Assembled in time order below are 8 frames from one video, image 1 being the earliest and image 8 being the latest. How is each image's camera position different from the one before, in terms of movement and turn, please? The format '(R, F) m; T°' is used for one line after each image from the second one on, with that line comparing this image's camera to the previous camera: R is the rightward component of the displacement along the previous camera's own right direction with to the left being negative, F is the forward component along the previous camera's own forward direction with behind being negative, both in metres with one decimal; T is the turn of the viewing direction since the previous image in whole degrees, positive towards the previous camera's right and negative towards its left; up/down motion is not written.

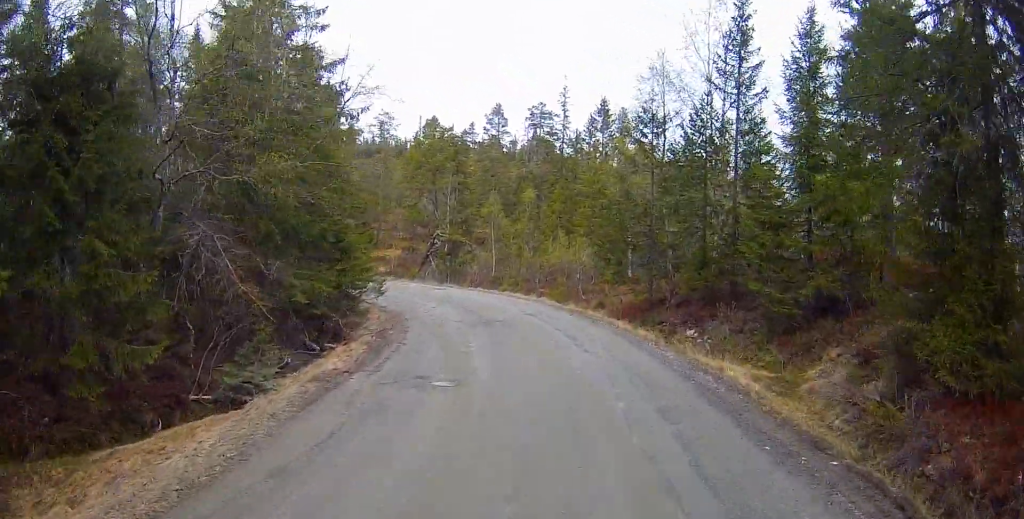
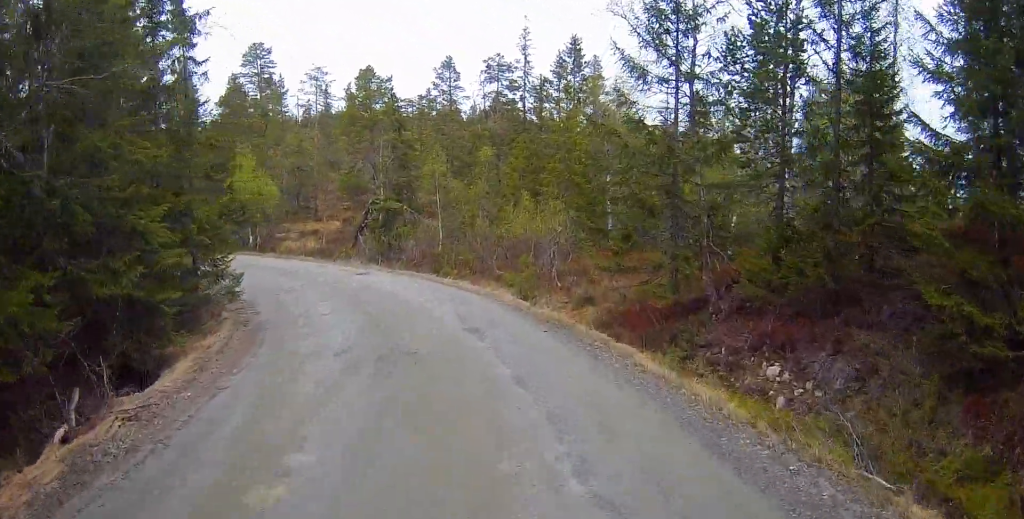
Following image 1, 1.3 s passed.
(+0.5, +7.7) m; 0°
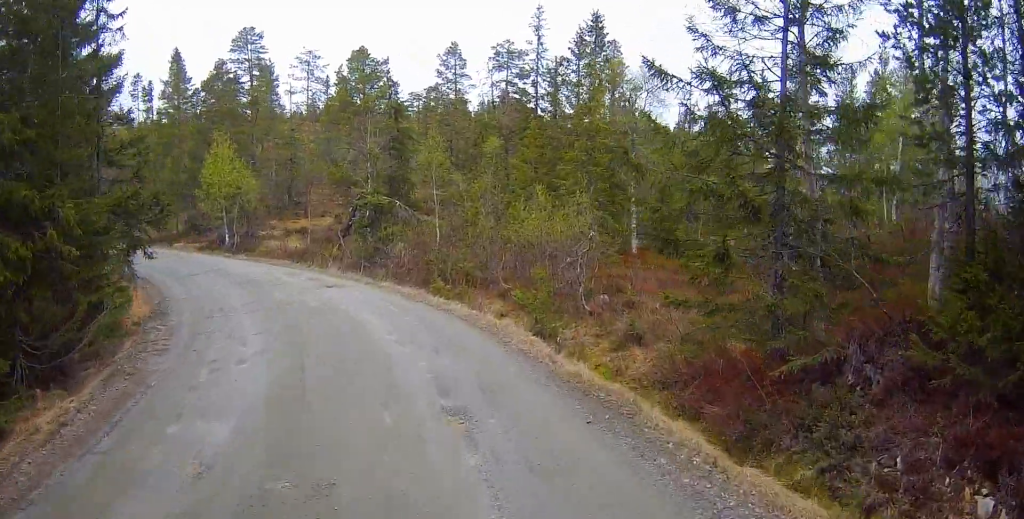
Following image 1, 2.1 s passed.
(-0.1, +4.1) m; -4°
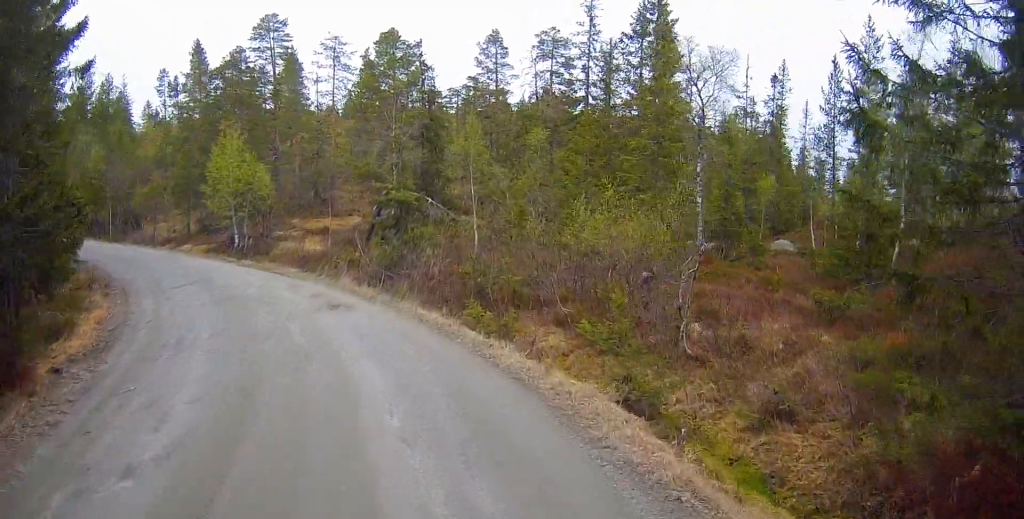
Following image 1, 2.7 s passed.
(-0.1, +3.5) m; -4°
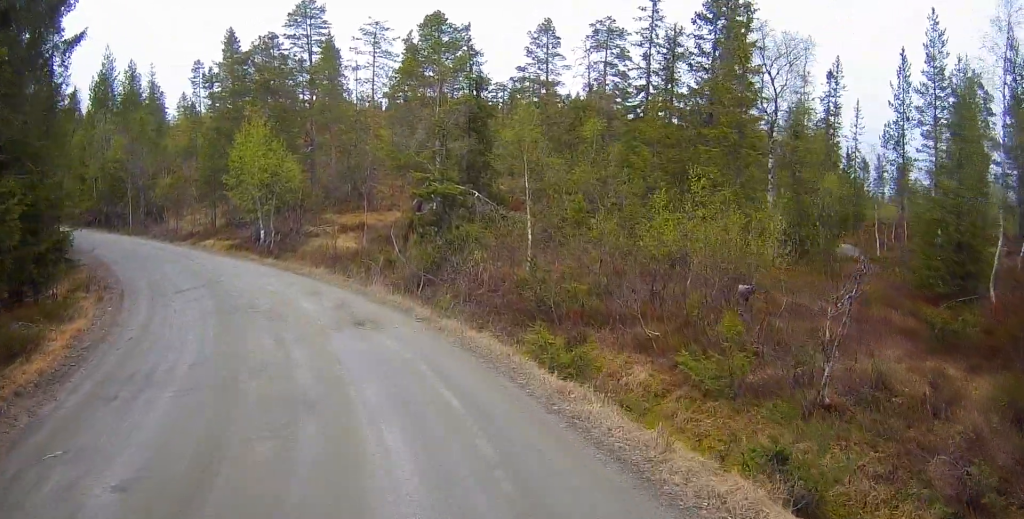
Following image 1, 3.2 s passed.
(-0.1, +2.4) m; -5°
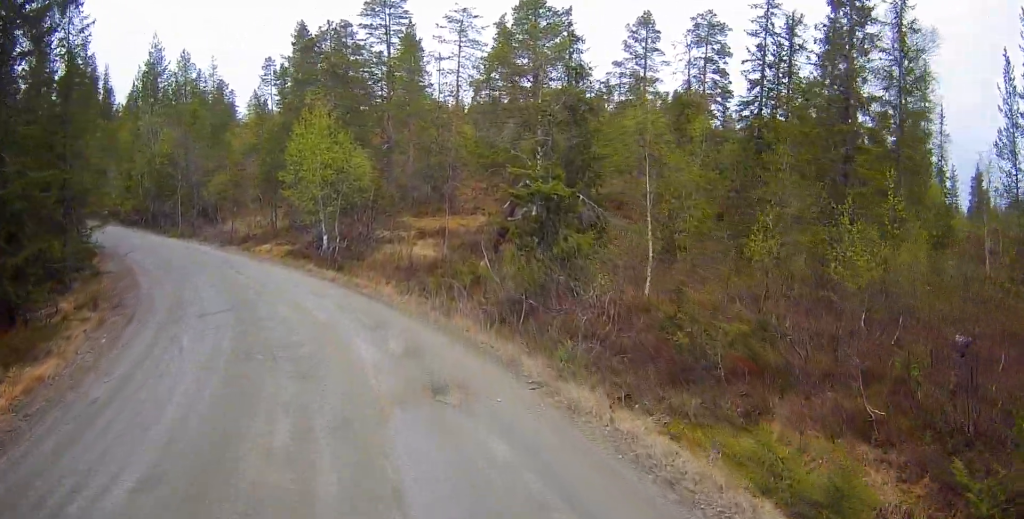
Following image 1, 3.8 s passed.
(0.0, +3.6) m; -7°
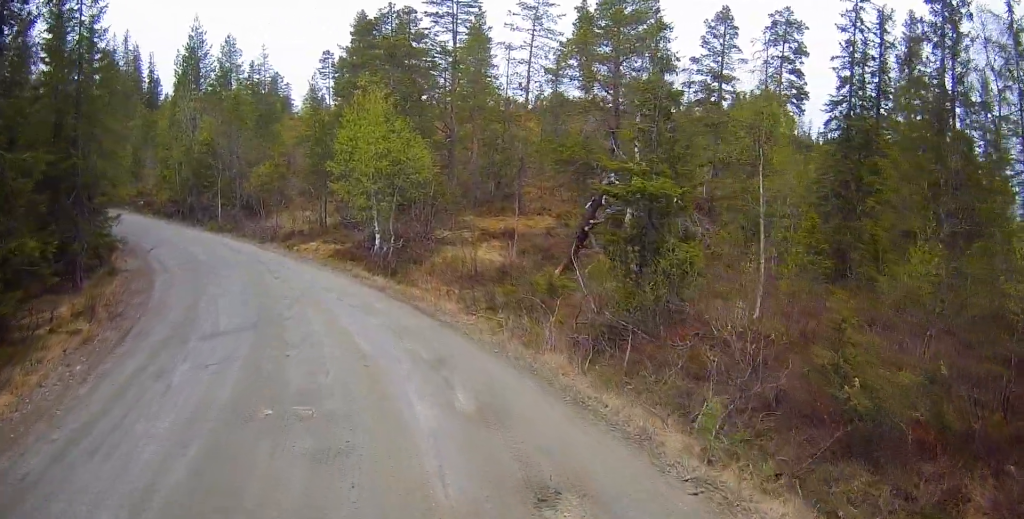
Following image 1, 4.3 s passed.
(-0.3, +2.8) m; -5°
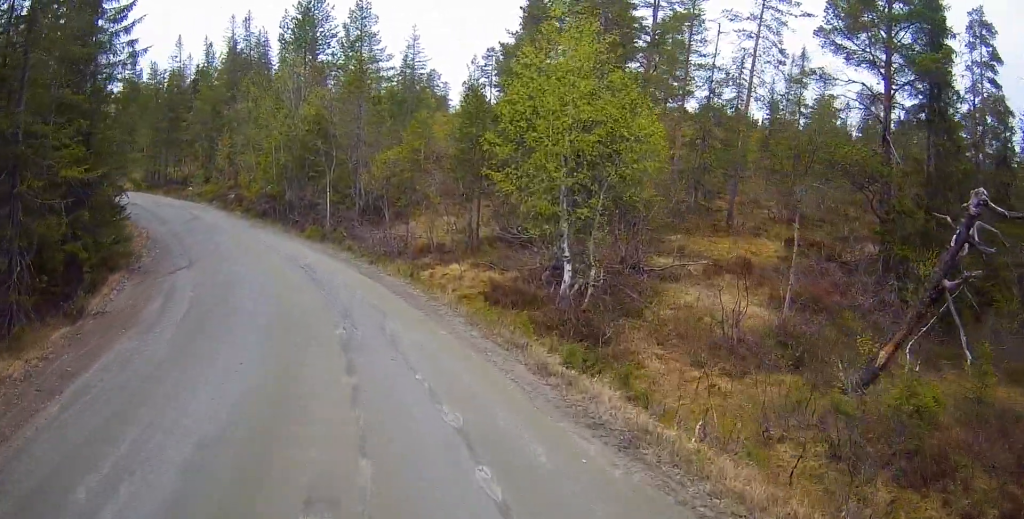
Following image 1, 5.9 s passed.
(-1.1, +9.6) m; -13°
